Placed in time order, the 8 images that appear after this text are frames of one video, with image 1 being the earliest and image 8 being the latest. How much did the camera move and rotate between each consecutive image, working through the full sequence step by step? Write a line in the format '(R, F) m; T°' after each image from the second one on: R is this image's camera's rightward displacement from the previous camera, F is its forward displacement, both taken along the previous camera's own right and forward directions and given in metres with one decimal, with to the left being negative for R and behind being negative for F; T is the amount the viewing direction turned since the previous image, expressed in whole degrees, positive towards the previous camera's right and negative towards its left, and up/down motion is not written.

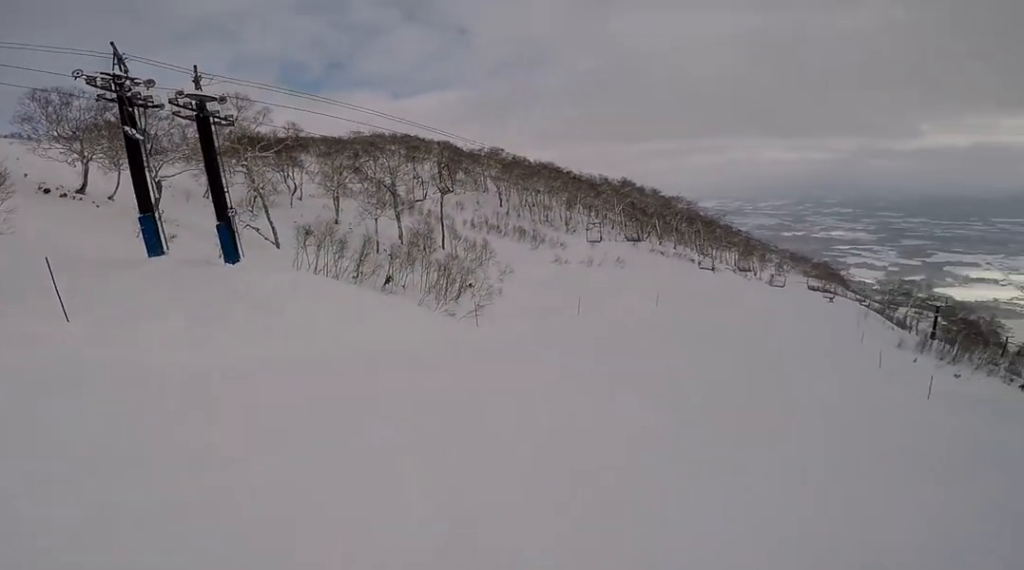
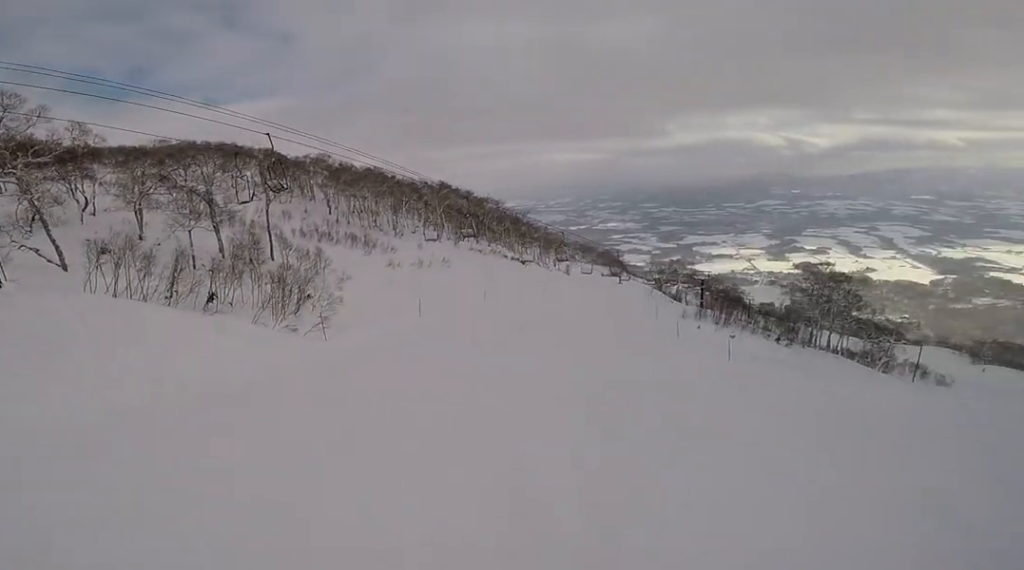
(-0.2, +2.6) m; +14°
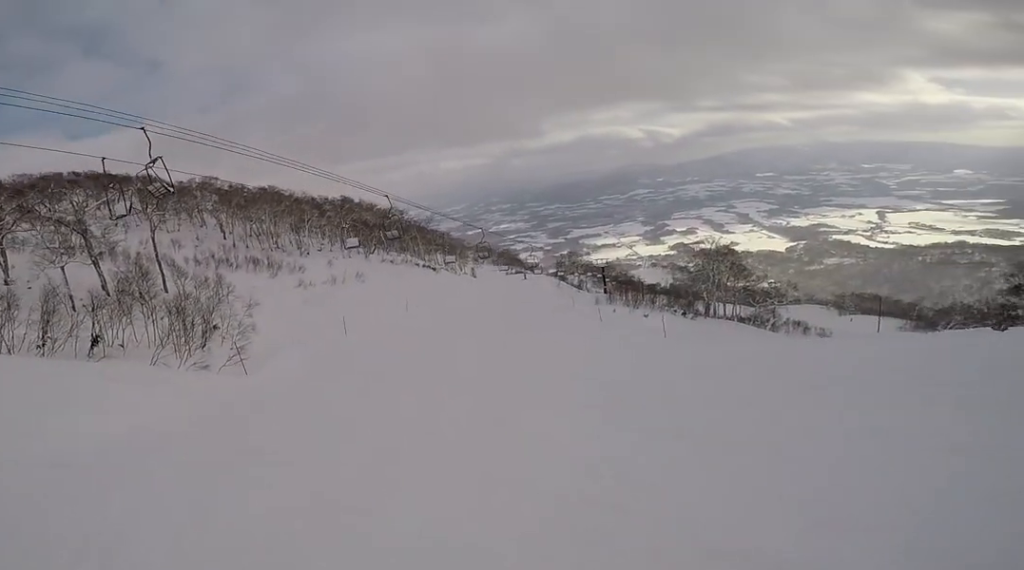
(+1.1, +3.5) m; +16°
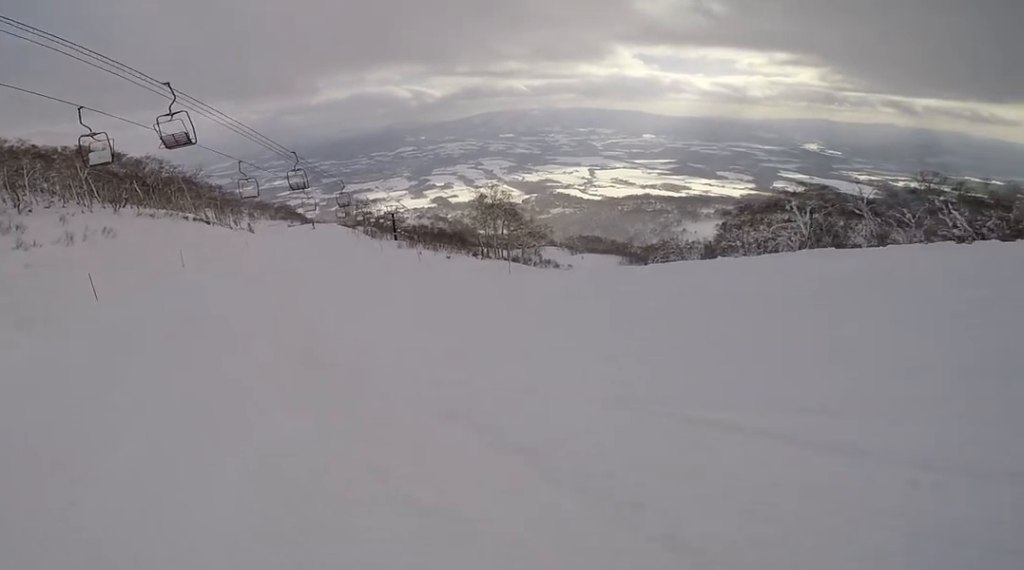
(+1.8, +7.9) m; +15°
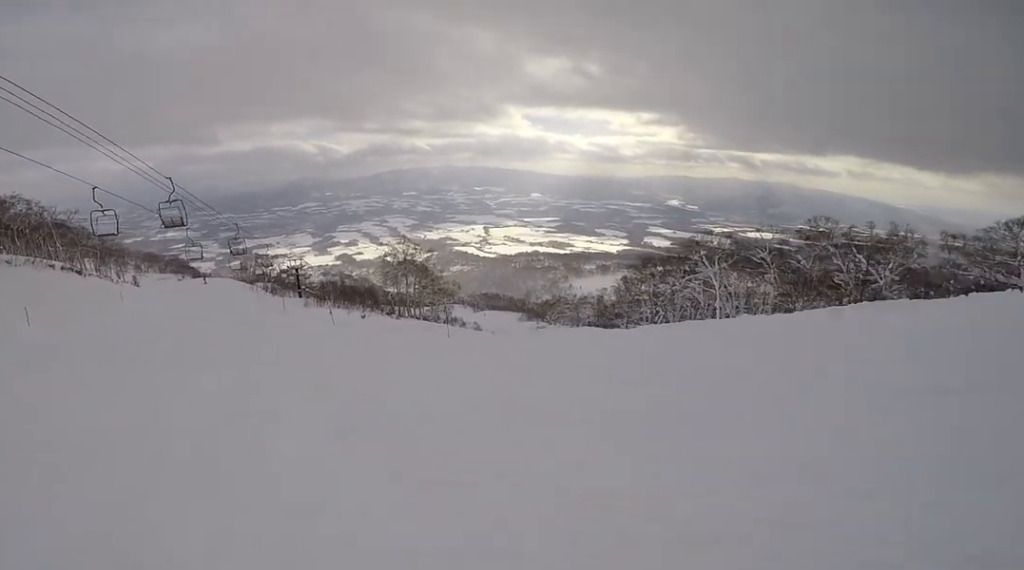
(0.0, +6.4) m; -6°
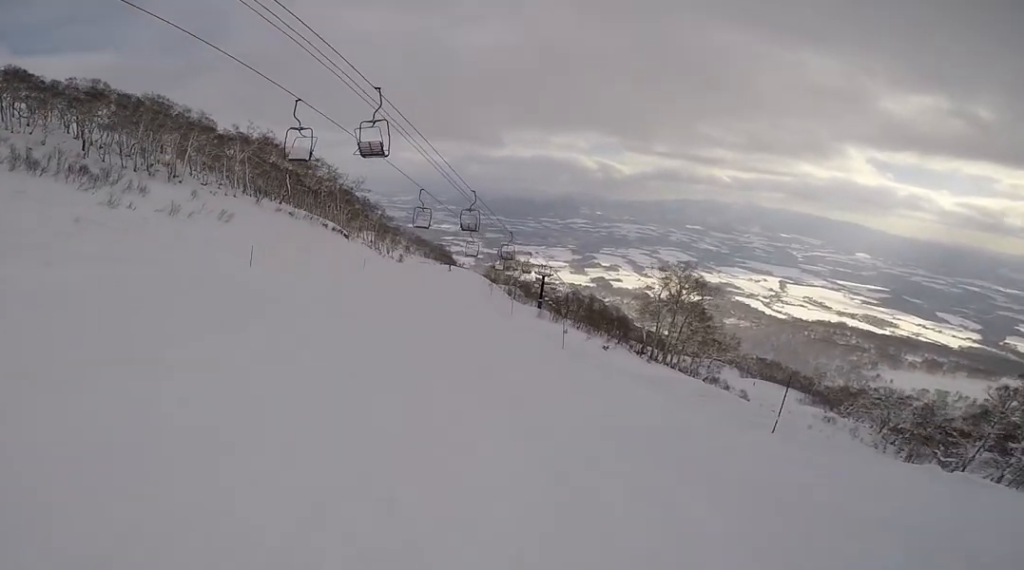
(-1.0, +8.9) m; -9°
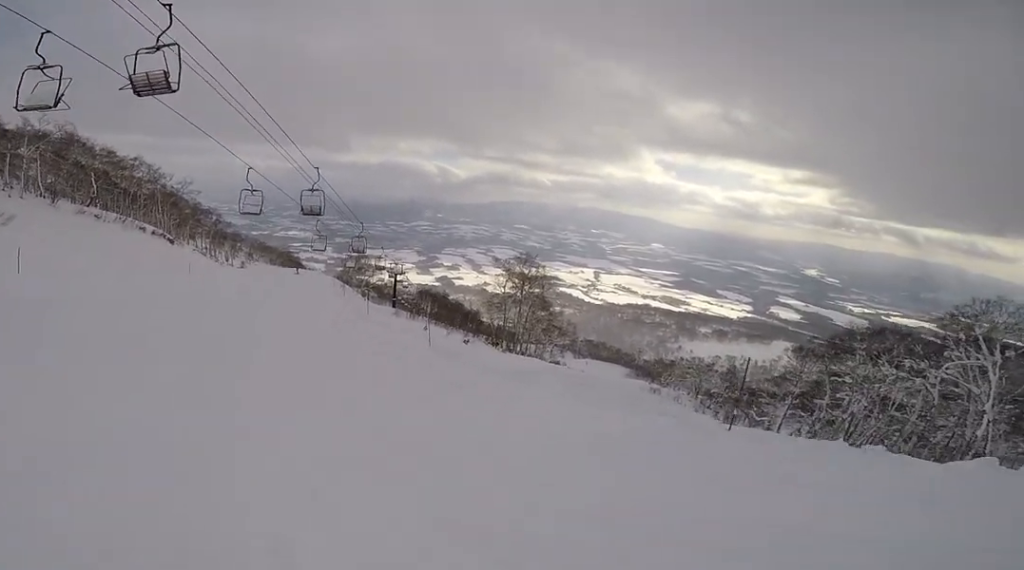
(0.0, +4.0) m; -3°
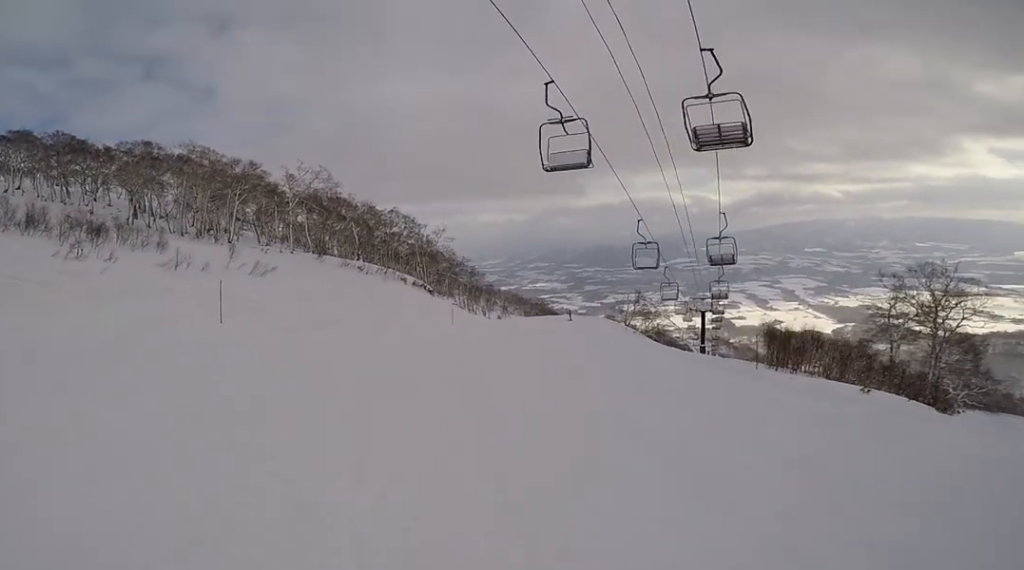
(-0.9, +13.5) m; +1°
